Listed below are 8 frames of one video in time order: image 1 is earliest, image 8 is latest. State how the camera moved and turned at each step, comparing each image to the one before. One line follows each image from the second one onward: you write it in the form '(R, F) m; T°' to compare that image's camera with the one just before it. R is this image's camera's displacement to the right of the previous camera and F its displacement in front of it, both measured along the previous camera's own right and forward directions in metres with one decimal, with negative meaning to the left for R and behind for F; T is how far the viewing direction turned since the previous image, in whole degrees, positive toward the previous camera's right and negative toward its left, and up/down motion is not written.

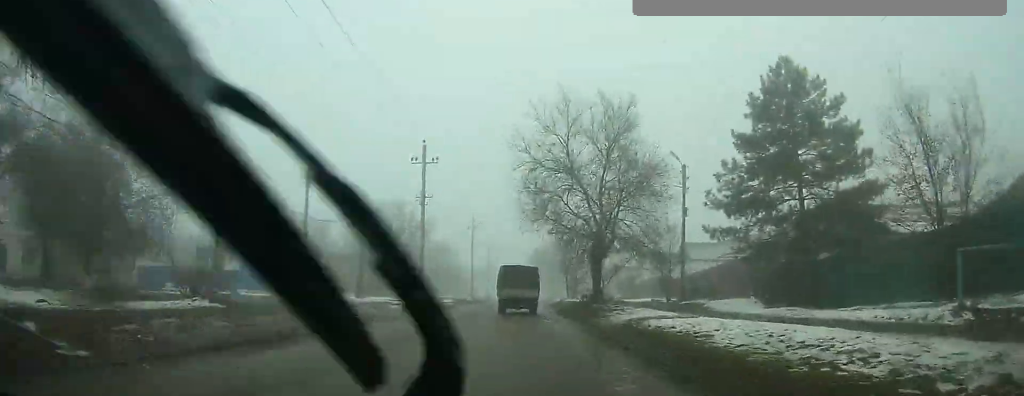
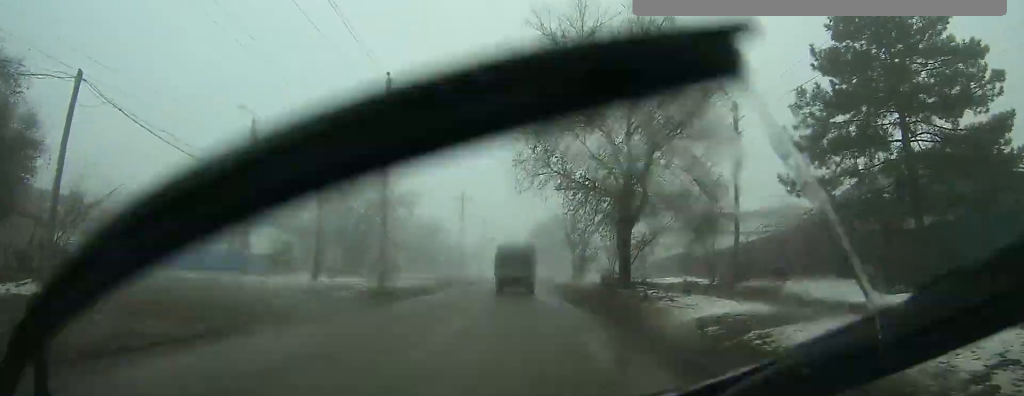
(+0.1, +8.8) m; +1°
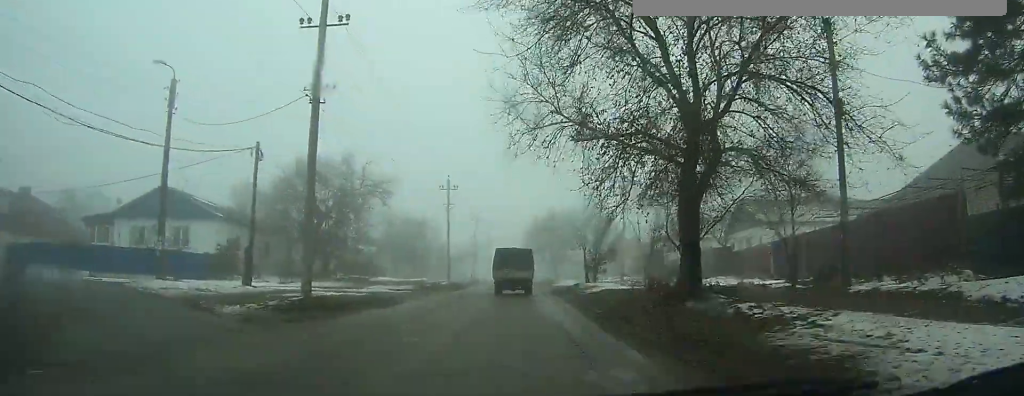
(0.0, +8.1) m; 0°
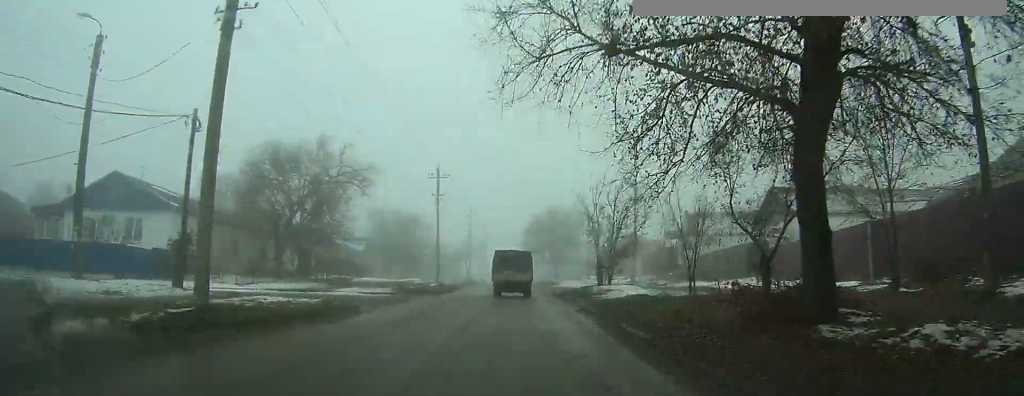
(0.0, +5.0) m; 0°
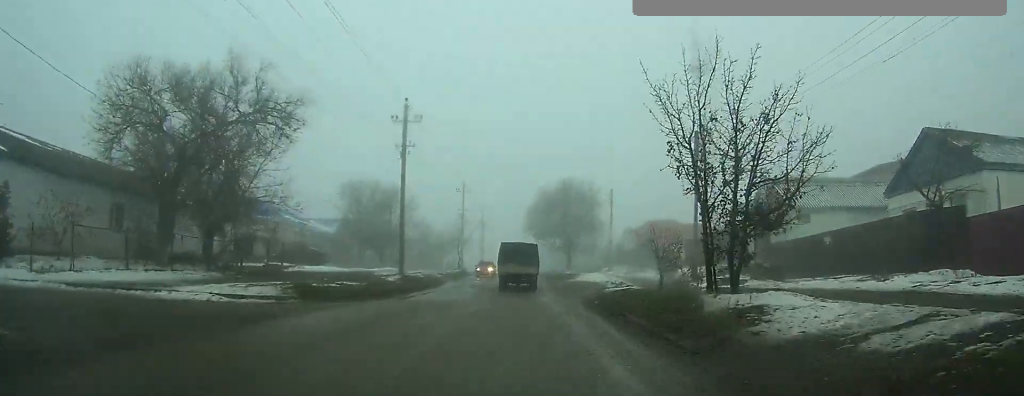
(0.0, +12.1) m; 0°
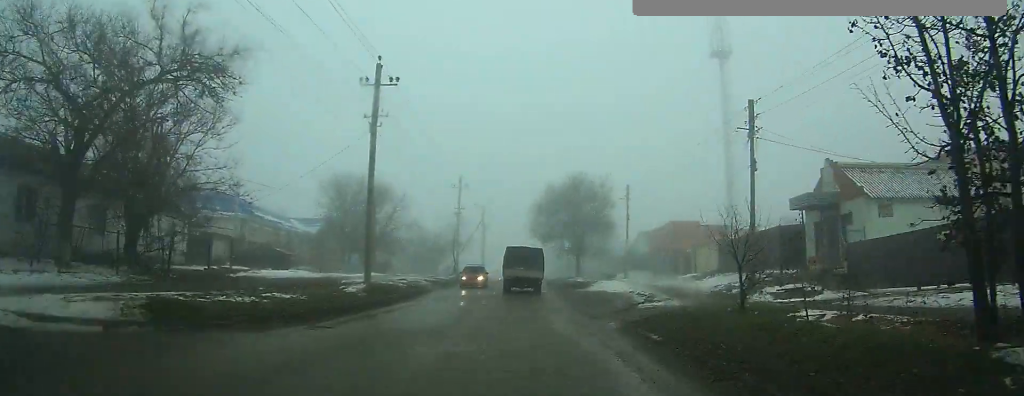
(0.0, +5.5) m; 0°
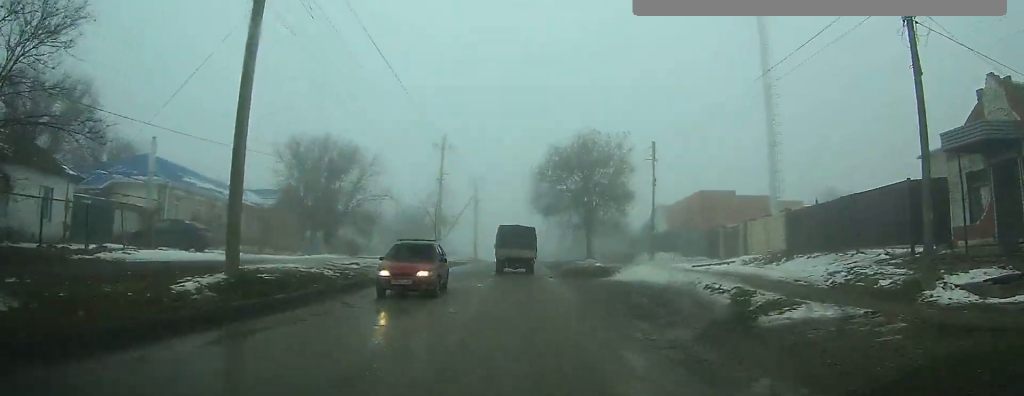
(-0.1, +7.9) m; 0°
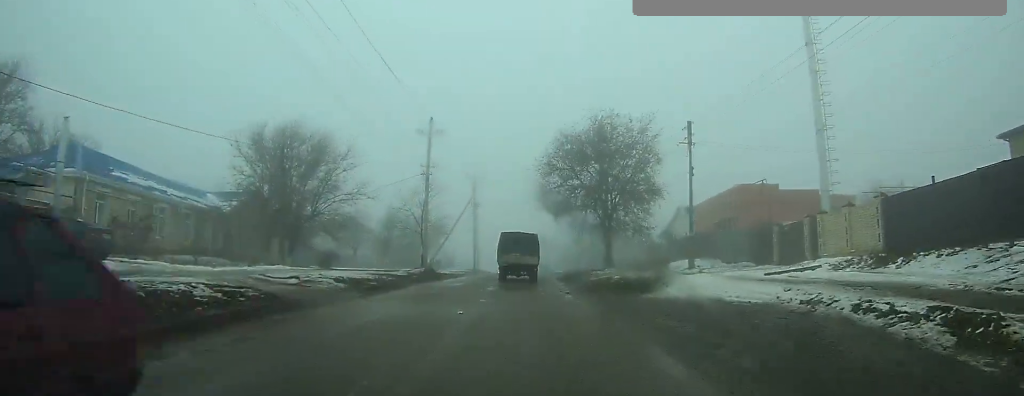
(0.0, +6.3) m; 0°
